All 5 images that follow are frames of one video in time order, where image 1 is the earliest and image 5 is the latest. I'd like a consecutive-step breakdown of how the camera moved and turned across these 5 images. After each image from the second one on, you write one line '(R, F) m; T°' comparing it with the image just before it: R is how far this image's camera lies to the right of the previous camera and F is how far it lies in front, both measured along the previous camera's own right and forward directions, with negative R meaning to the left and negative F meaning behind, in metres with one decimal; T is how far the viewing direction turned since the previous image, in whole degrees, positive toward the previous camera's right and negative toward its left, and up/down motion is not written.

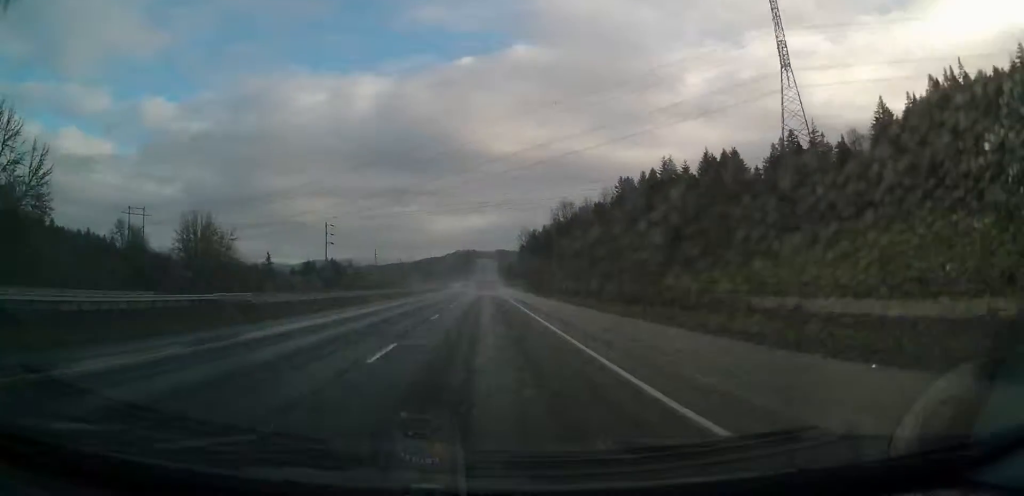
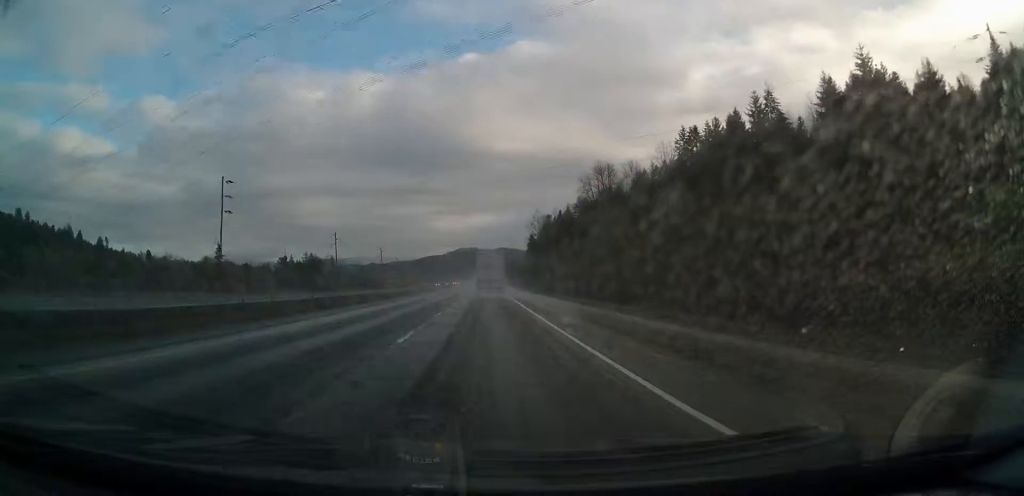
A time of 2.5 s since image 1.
(+0.3, +81.5) m; 0°
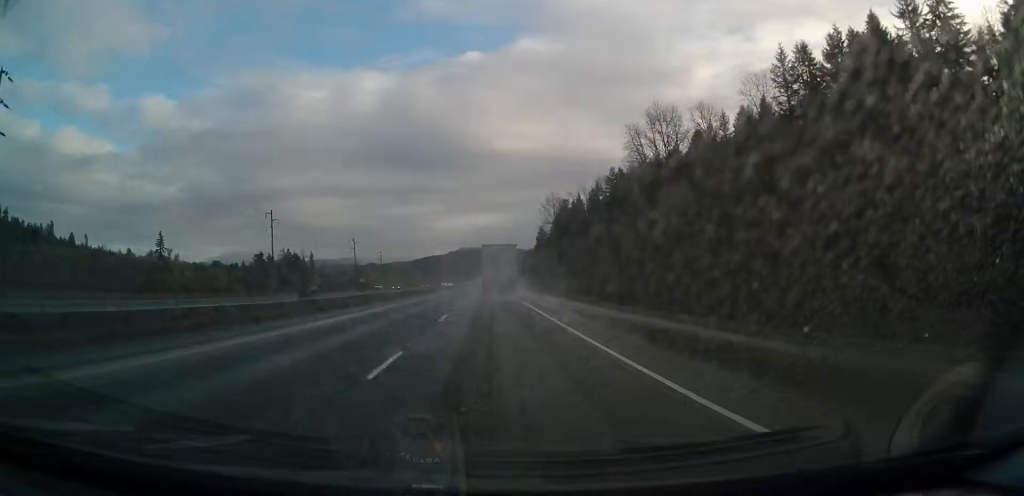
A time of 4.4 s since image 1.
(-0.1, +64.8) m; 0°
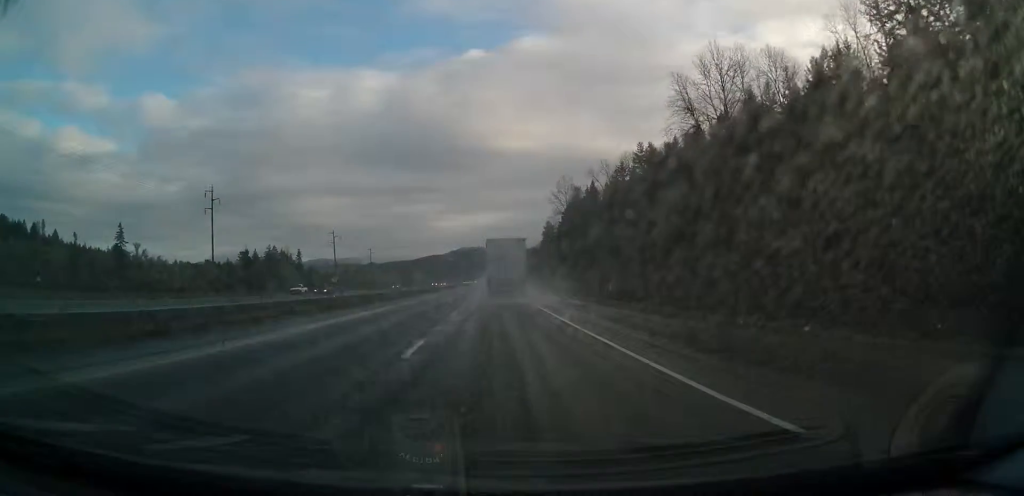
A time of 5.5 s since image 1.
(0.0, +34.1) m; 0°
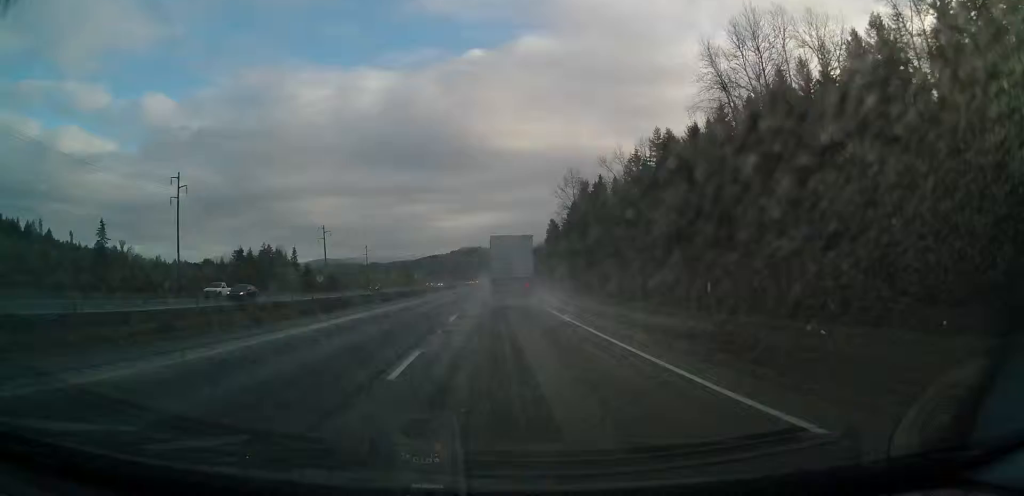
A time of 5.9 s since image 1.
(0.0, +14.2) m; 0°
